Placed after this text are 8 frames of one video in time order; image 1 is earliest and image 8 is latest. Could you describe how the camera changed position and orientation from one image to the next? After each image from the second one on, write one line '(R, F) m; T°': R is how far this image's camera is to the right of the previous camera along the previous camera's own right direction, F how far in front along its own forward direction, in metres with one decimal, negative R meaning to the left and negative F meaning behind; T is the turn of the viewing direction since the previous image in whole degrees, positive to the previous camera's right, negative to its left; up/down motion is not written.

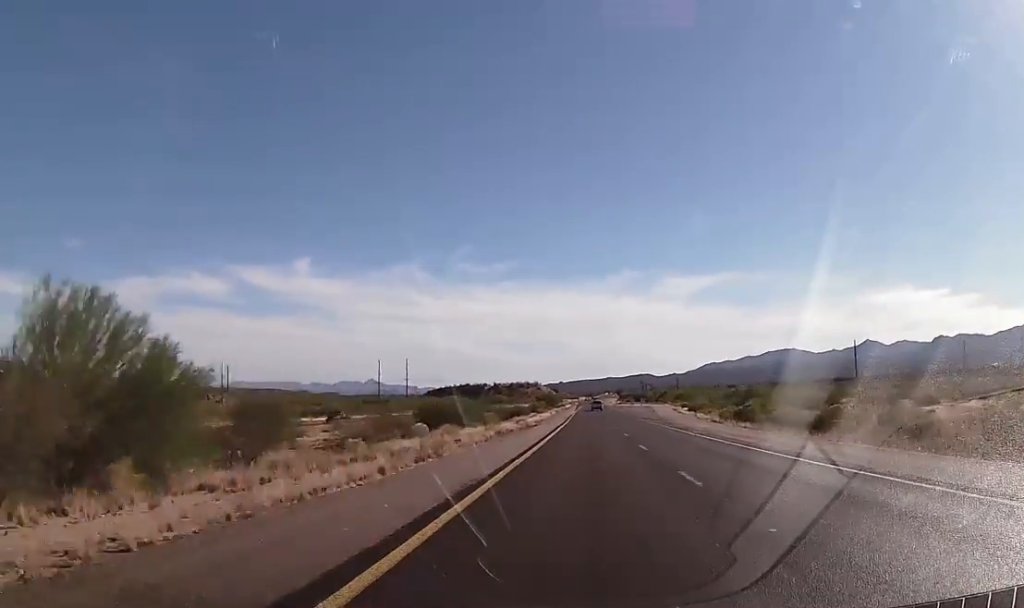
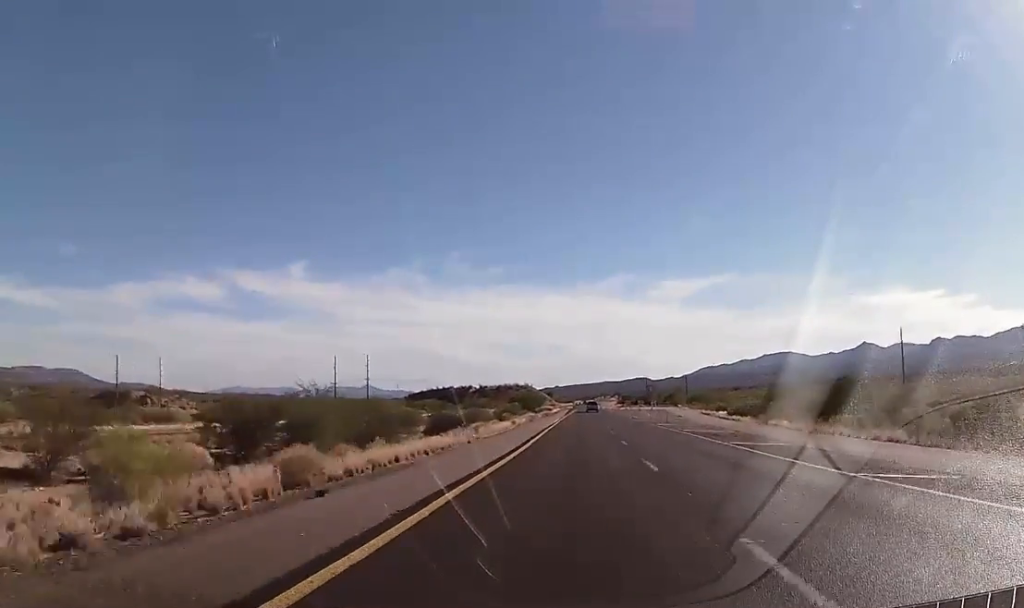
(+0.1, +45.3) m; +1°
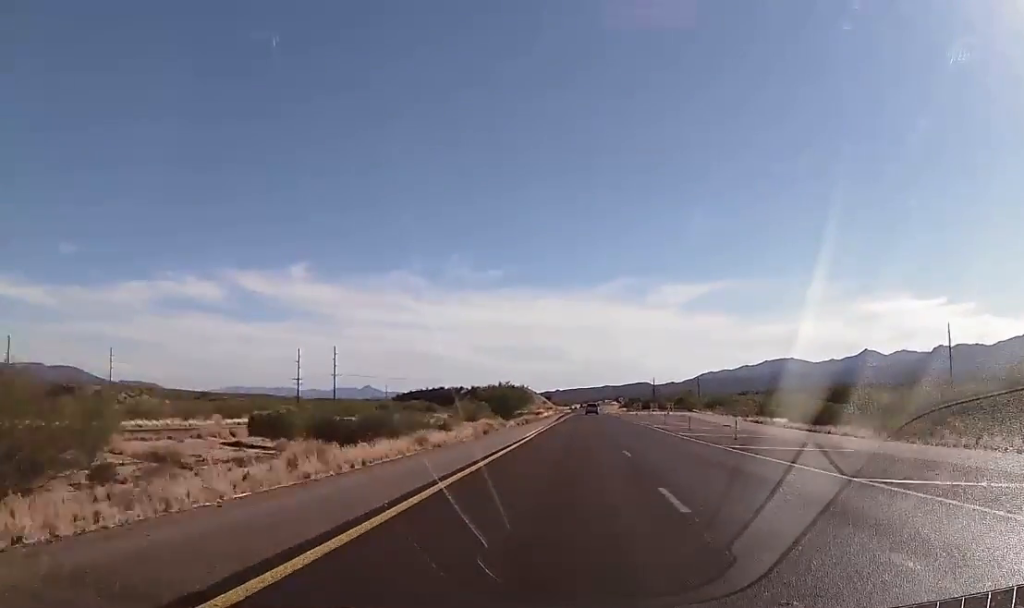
(+0.3, +31.5) m; 0°
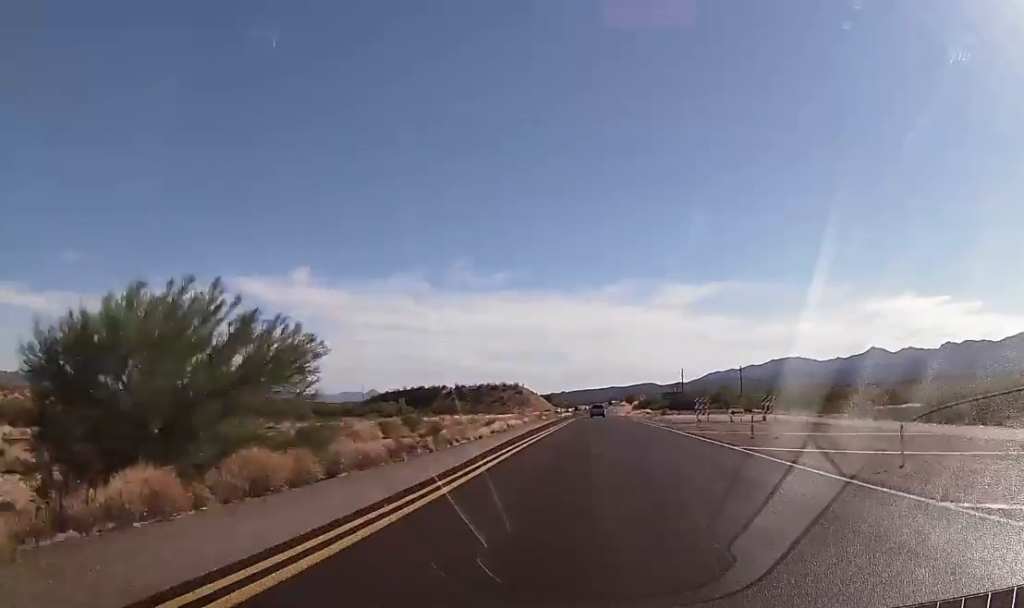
(-0.6, +65.4) m; -2°
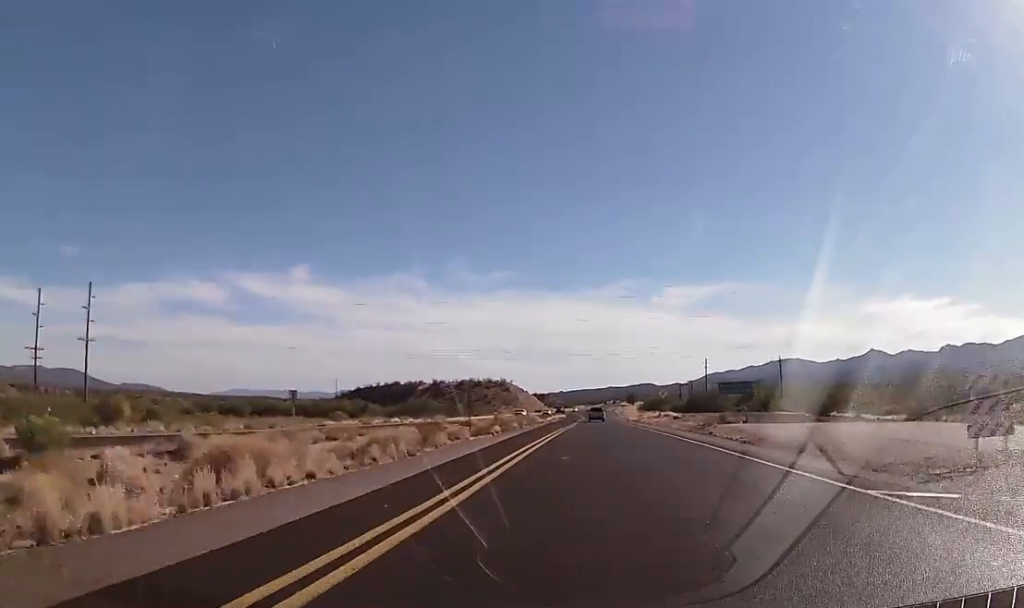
(-0.1, +45.0) m; +1°
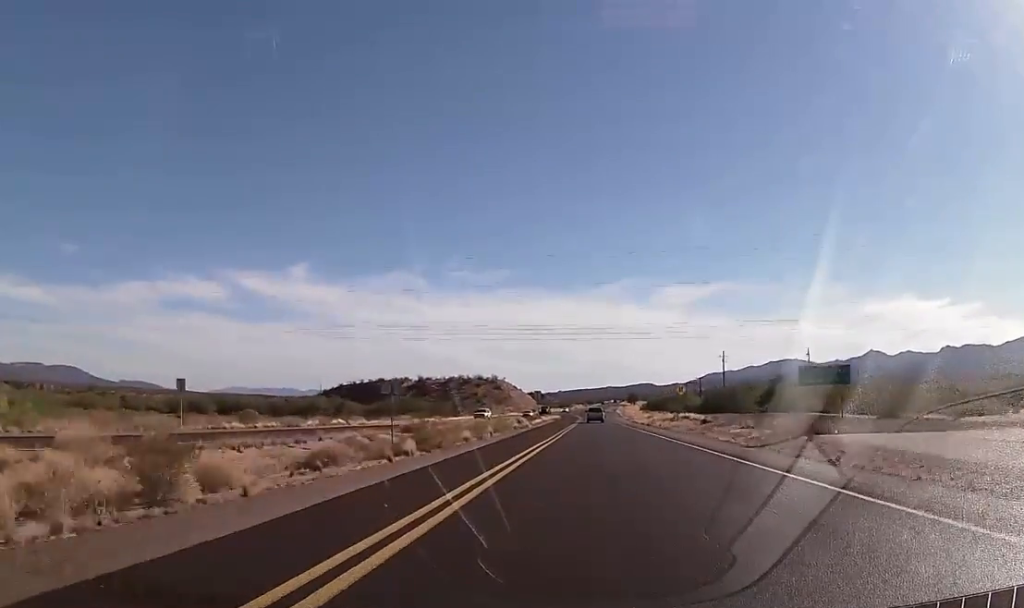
(+0.1, +23.4) m; +1°
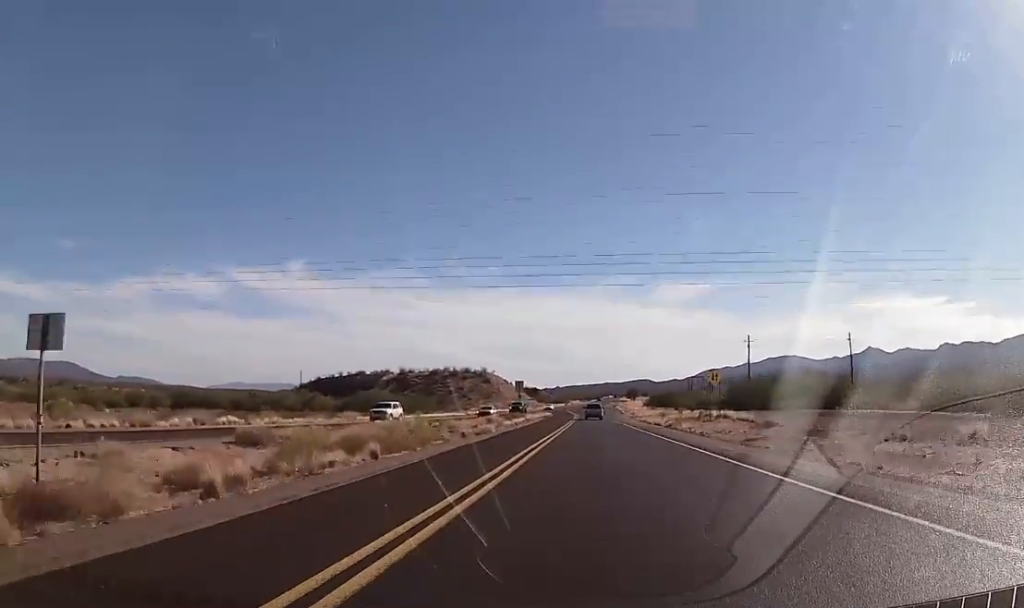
(+0.3, +24.9) m; 0°
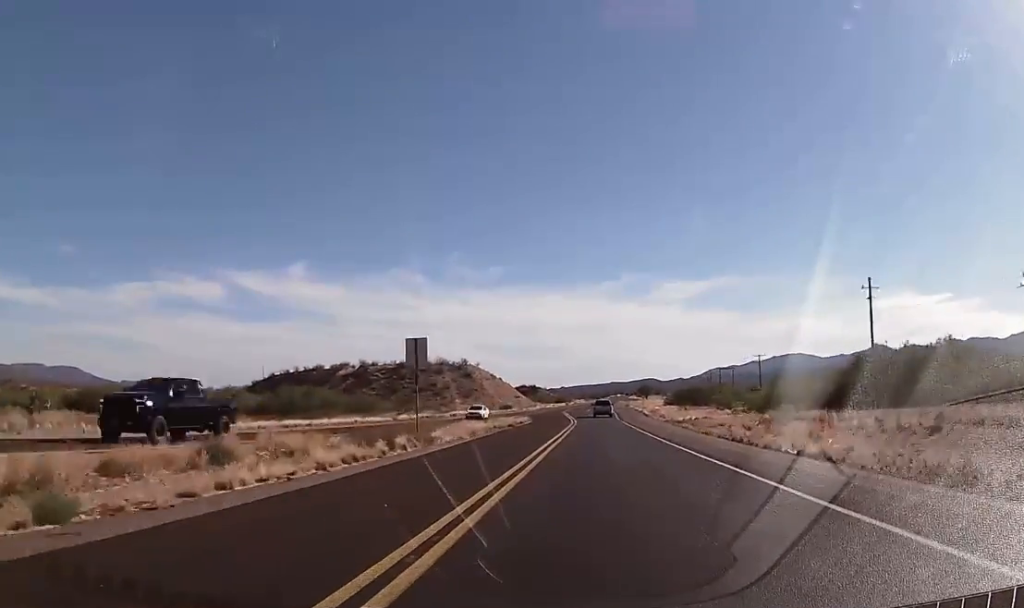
(-0.2, +50.3) m; -1°
